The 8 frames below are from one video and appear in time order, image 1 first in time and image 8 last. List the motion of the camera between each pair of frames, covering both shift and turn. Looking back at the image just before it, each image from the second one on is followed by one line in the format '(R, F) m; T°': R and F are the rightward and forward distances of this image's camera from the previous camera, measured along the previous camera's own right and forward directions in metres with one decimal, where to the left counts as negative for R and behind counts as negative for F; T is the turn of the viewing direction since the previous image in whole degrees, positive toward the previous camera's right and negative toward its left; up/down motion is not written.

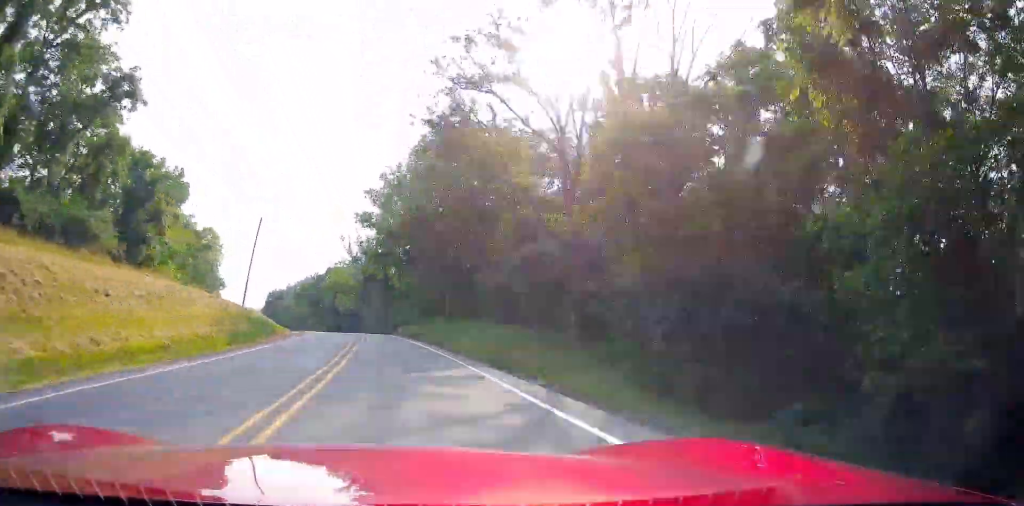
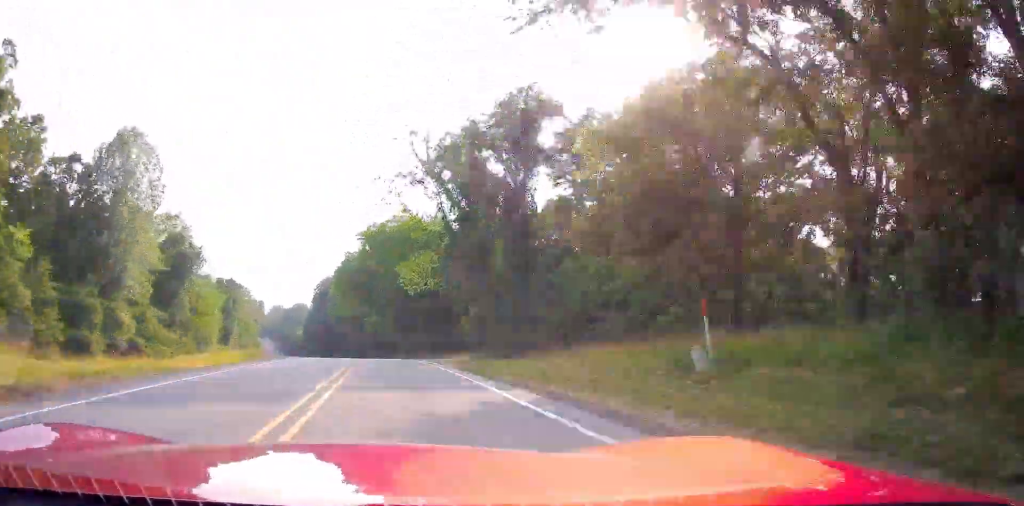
(-1.0, +64.8) m; -1°
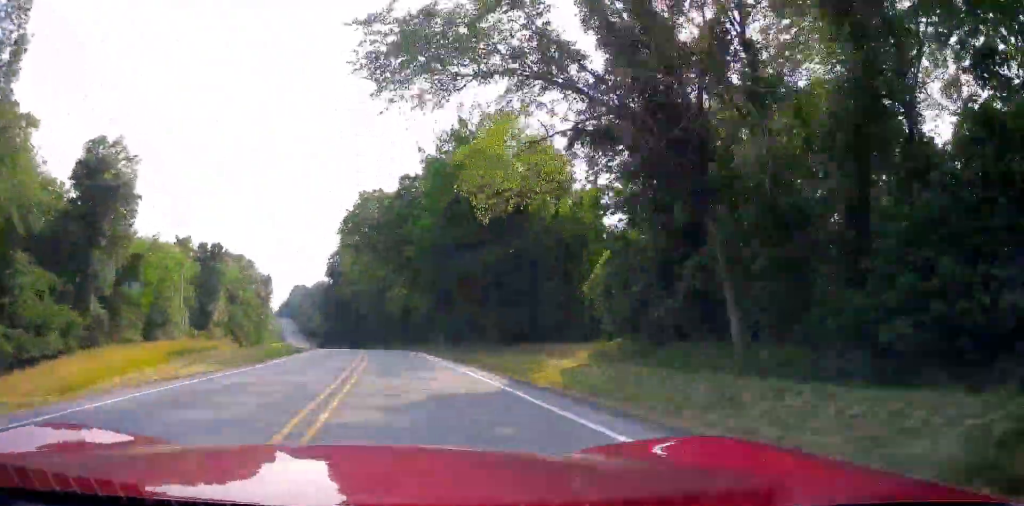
(-0.1, +31.6) m; -3°
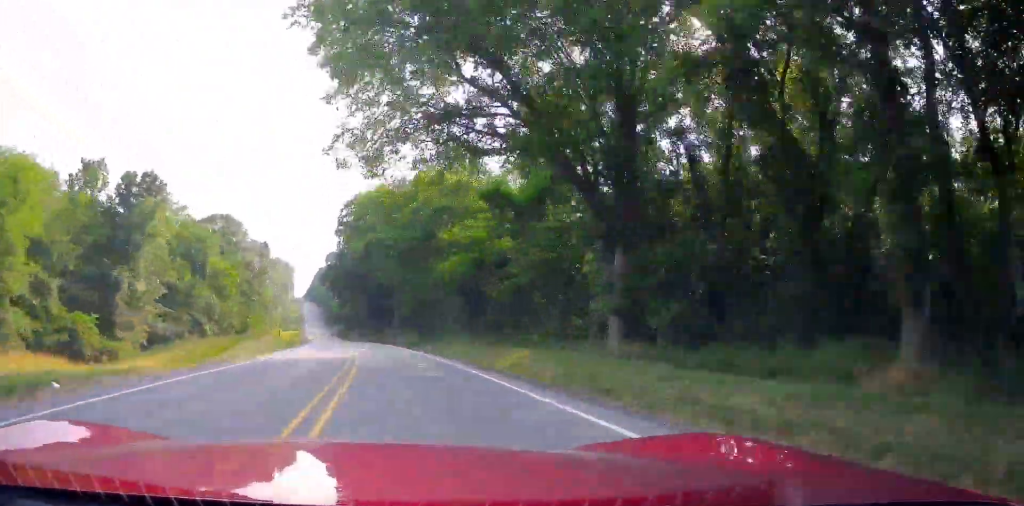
(-0.7, +42.8) m; -5°
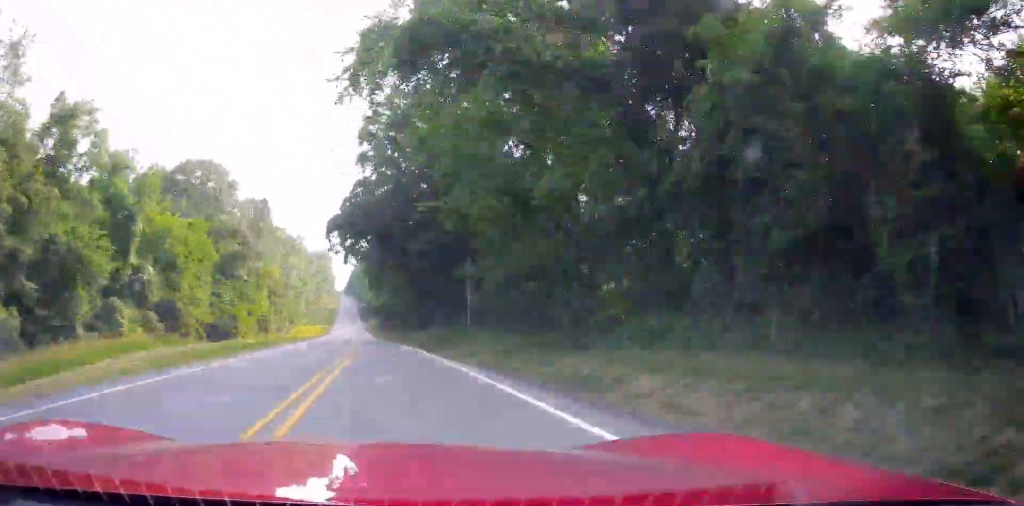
(-2.5, +37.8) m; -6°
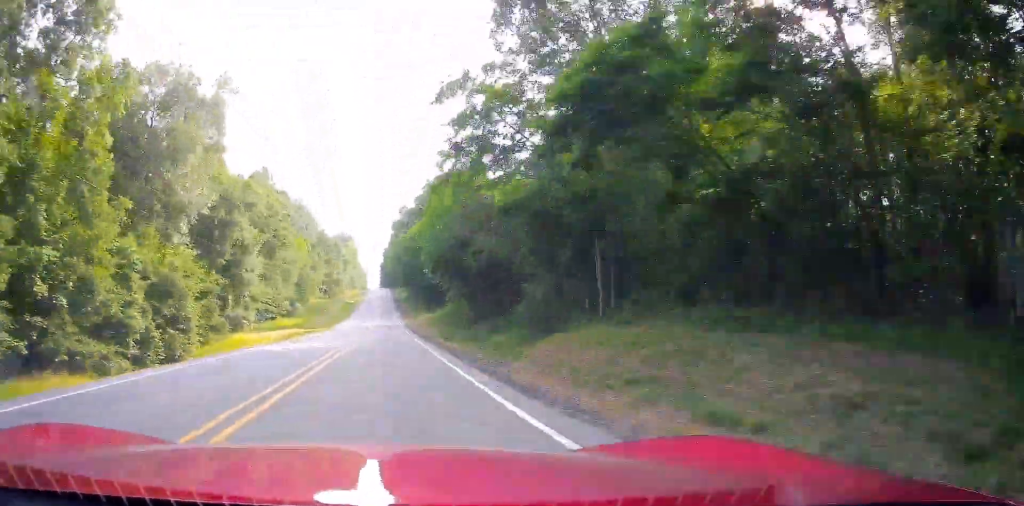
(-7.4, +93.7) m; -7°
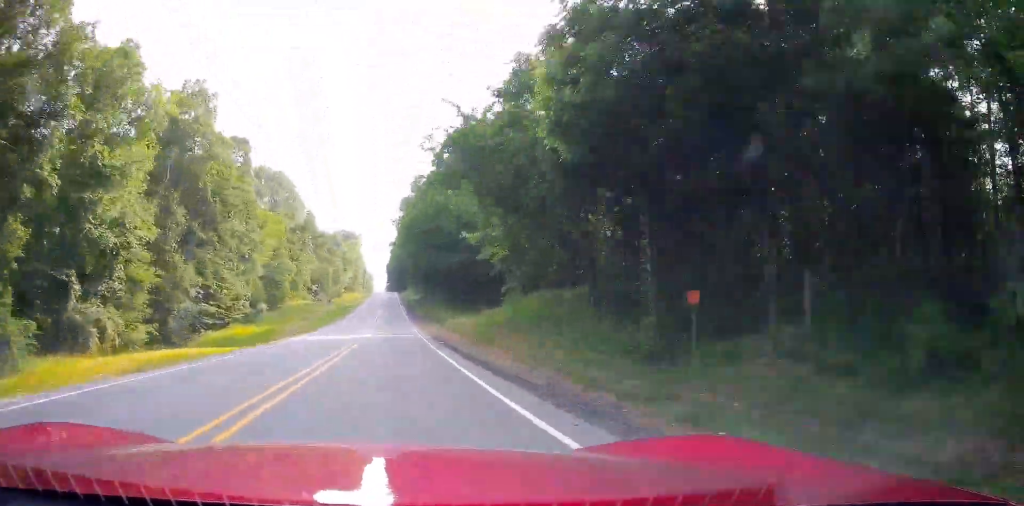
(-0.3, +33.9) m; -2°
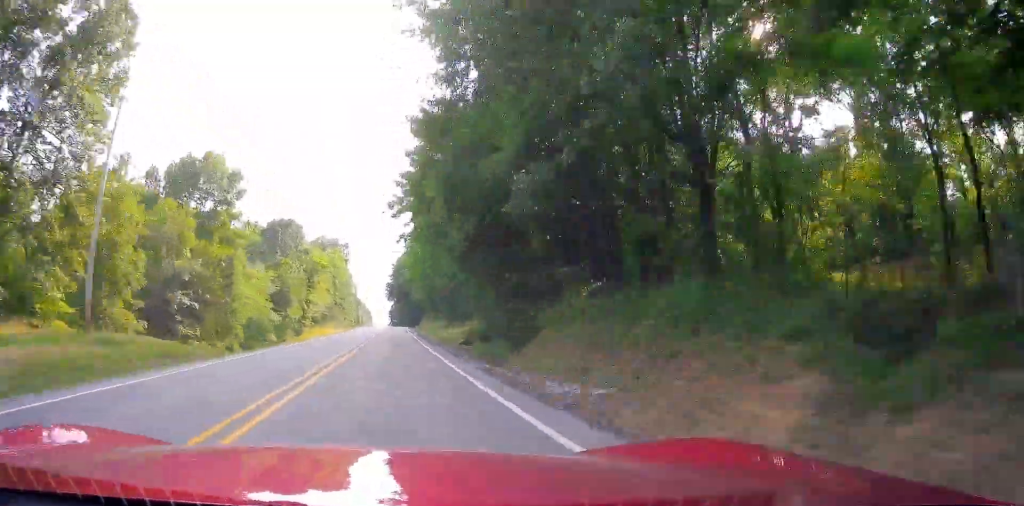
(-2.1, +87.8) m; -2°
